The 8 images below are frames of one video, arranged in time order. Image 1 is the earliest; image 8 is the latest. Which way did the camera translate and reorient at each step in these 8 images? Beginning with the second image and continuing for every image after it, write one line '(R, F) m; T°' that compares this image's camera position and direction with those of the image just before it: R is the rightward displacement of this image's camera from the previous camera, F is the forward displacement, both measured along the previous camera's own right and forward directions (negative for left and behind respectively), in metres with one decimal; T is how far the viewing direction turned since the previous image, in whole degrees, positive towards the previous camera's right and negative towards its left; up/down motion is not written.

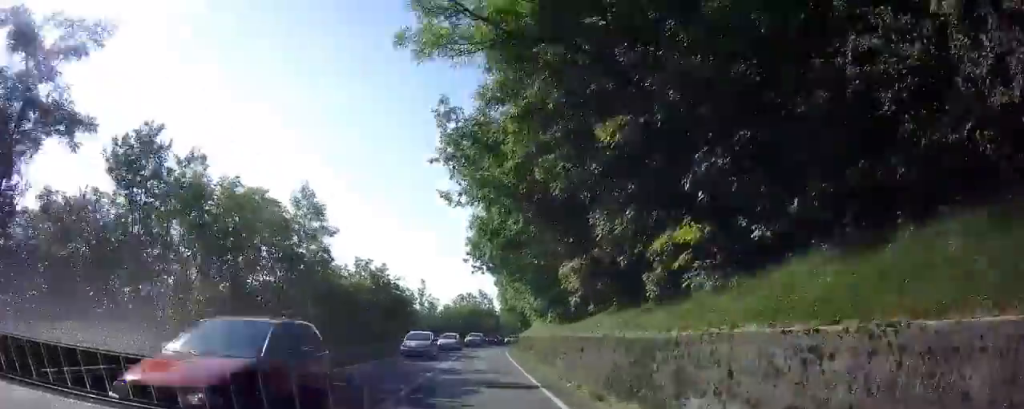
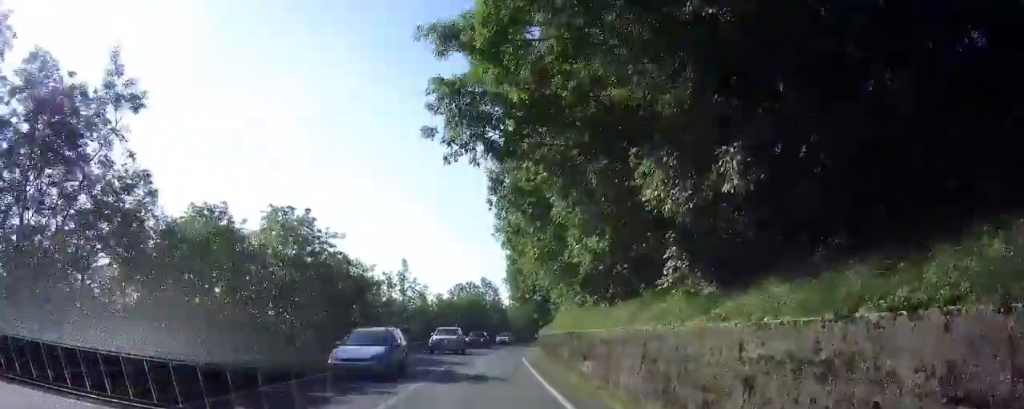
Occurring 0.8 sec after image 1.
(+0.1, +16.5) m; +2°
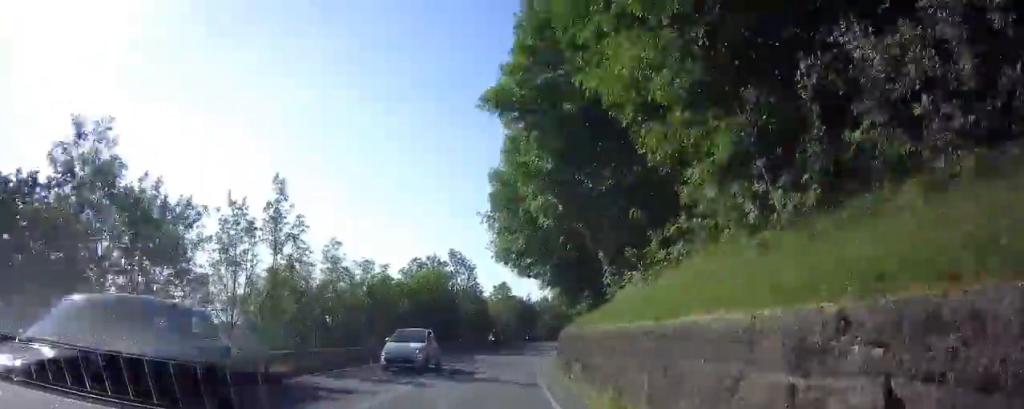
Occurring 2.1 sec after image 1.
(+1.1, +24.3) m; +6°
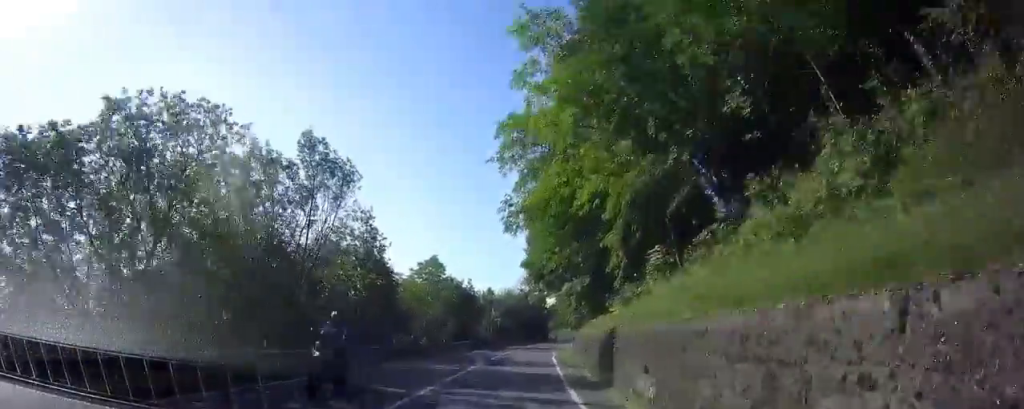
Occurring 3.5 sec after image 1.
(+1.7, +29.0) m; +6°
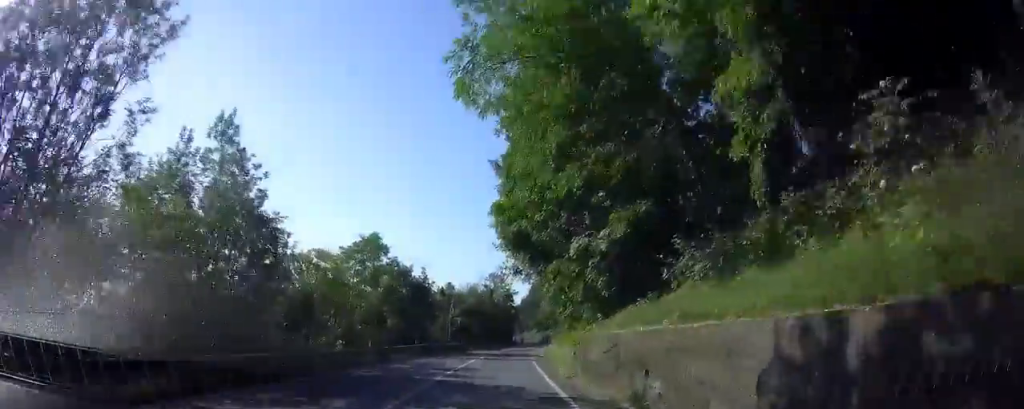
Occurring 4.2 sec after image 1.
(+0.2, +12.6) m; +2°
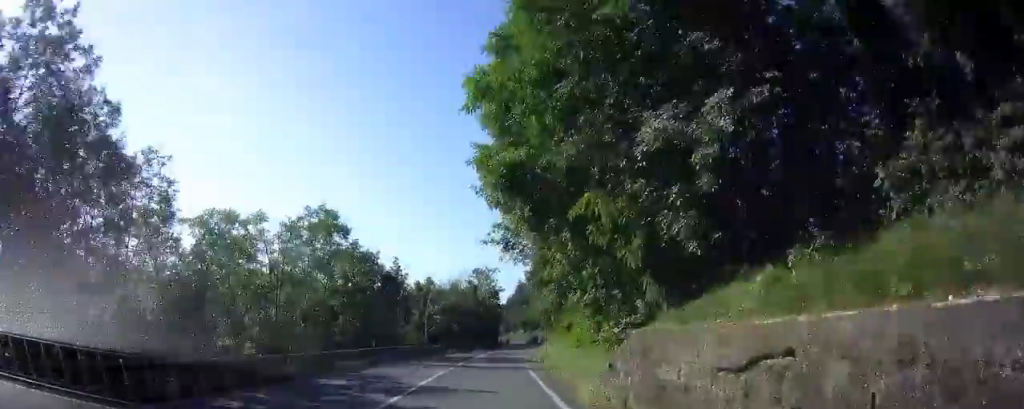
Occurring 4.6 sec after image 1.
(0.0, +9.3) m; +1°
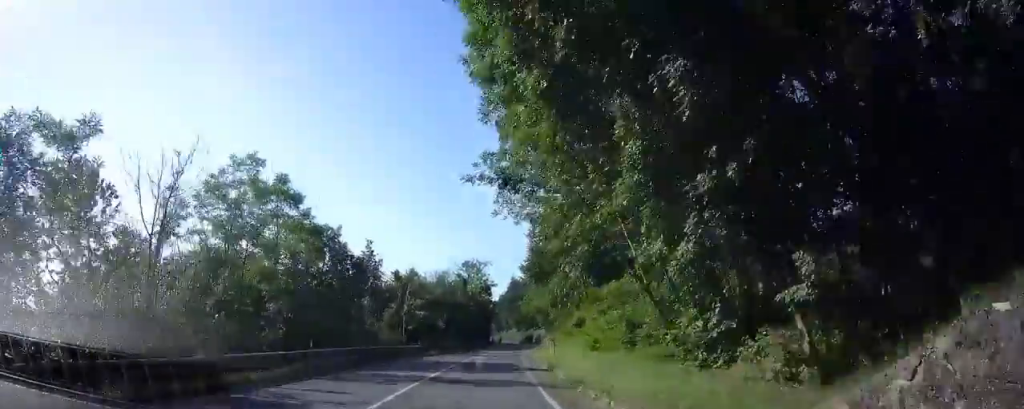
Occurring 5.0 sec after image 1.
(+0.1, +8.0) m; +1°
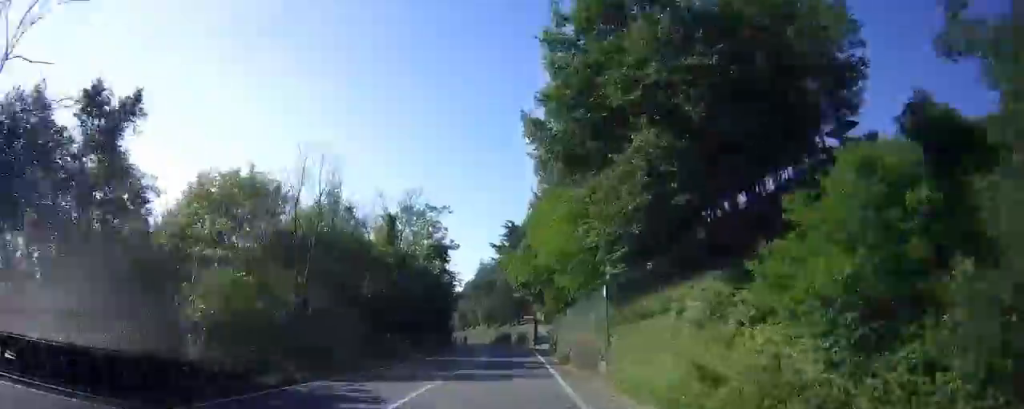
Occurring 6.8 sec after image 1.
(+1.2, +35.5) m; +3°
